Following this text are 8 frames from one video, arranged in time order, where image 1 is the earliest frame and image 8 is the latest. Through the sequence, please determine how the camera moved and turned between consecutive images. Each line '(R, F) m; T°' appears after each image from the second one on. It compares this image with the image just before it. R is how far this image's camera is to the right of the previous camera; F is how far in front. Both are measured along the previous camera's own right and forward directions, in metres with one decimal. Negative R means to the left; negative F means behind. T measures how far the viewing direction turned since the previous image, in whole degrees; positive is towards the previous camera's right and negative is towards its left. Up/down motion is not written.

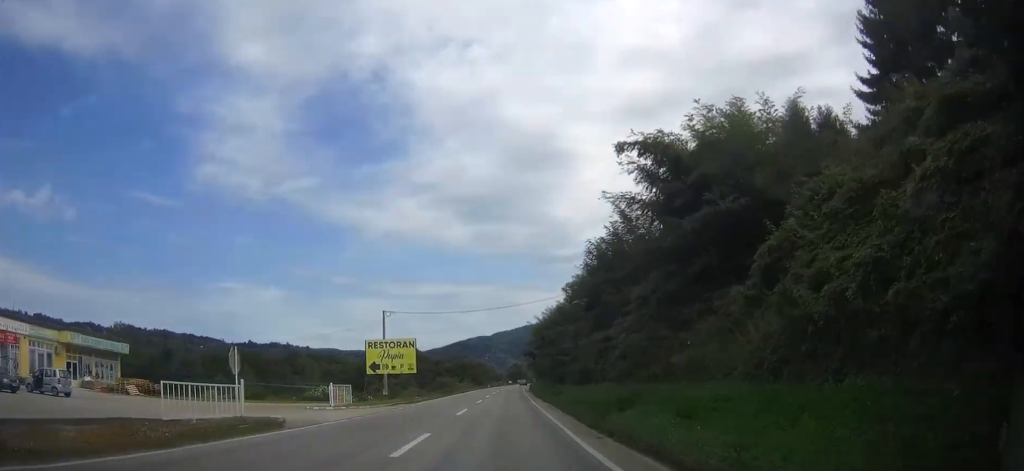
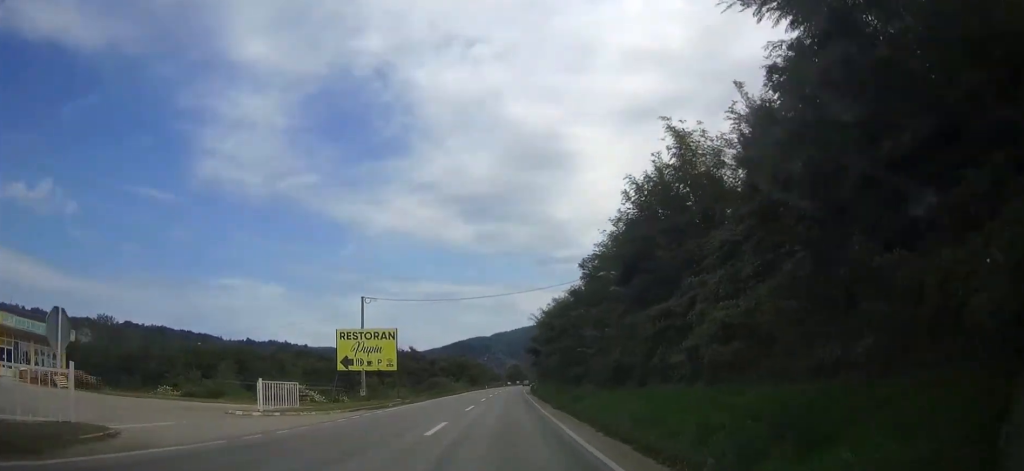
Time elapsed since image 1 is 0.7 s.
(0.0, +10.3) m; 0°
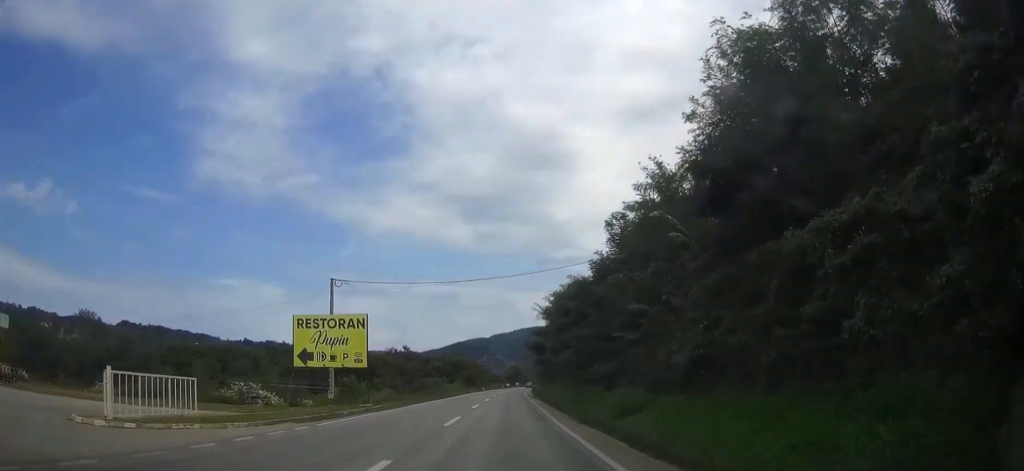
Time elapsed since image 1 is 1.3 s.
(+0.1, +10.4) m; 0°
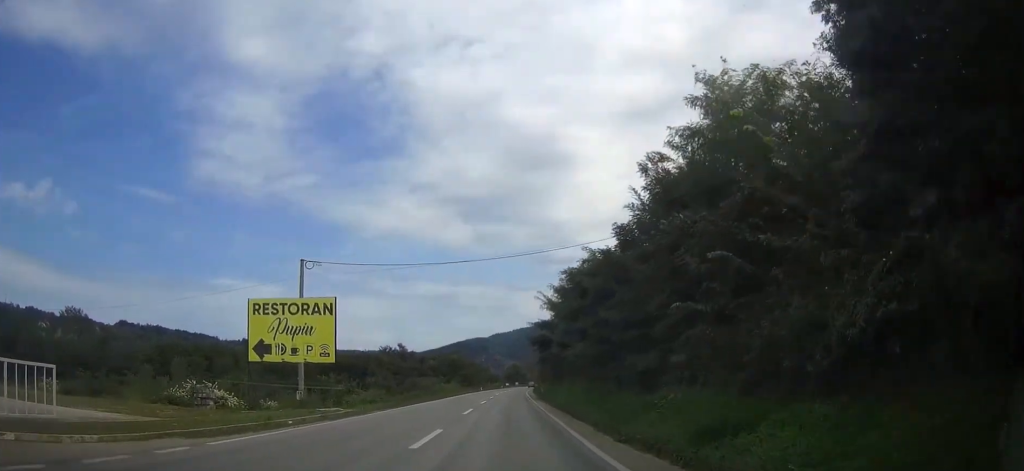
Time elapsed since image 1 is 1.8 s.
(-0.1, +7.4) m; 0°
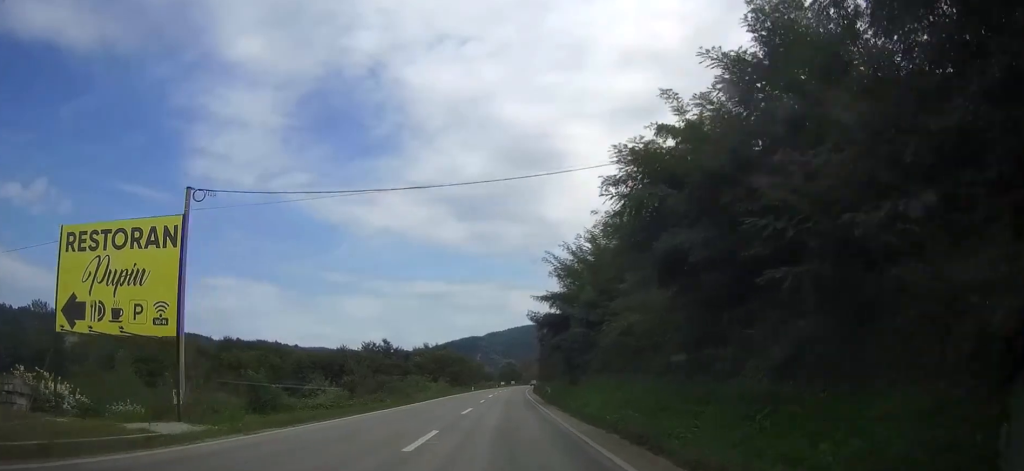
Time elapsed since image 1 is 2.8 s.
(0.0, +15.8) m; 0°
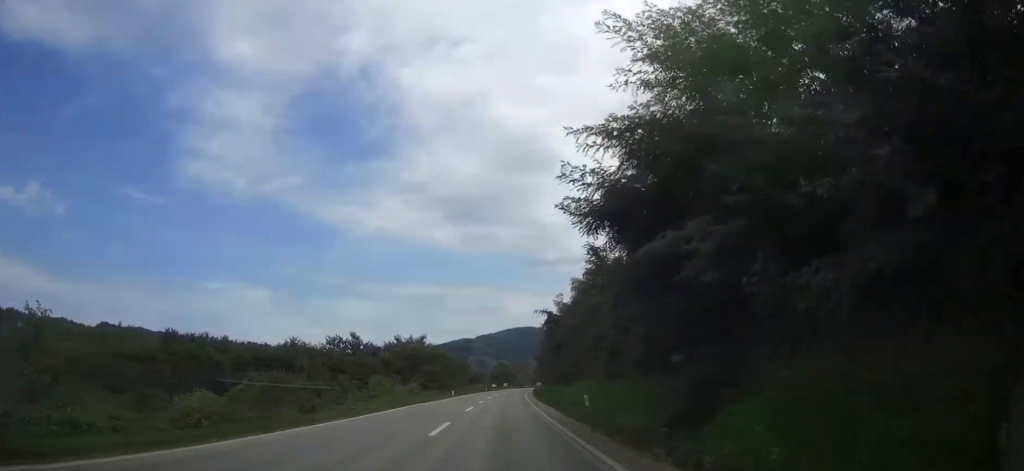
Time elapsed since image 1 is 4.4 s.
(+0.2, +25.9) m; 0°
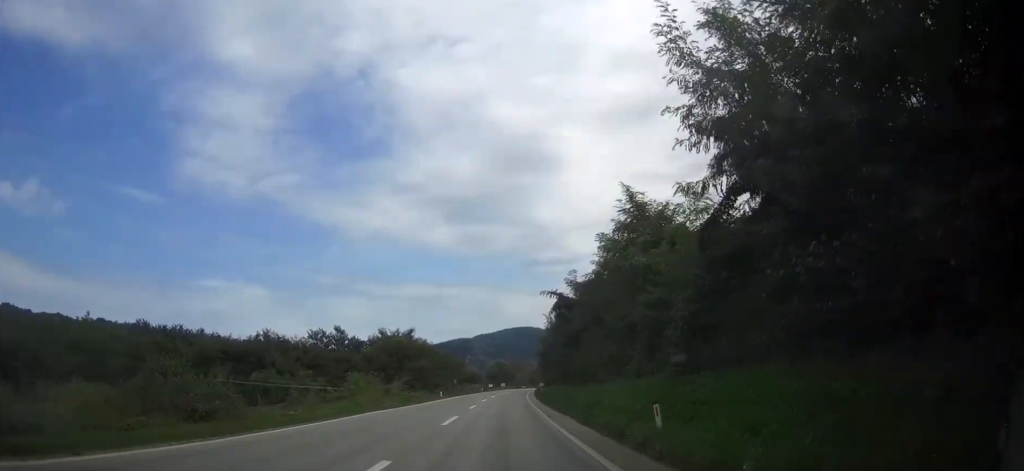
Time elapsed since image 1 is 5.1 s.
(0.0, +11.3) m; 0°
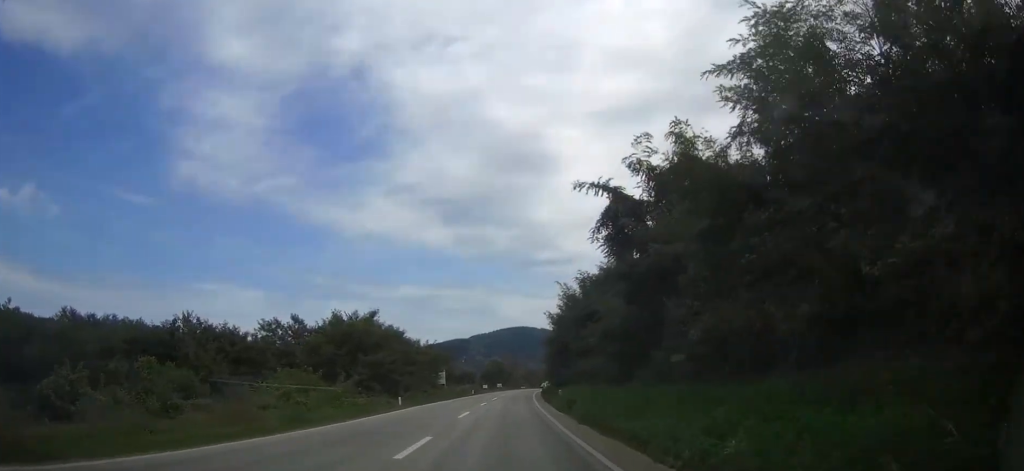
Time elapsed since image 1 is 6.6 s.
(+0.1, +23.7) m; +1°
